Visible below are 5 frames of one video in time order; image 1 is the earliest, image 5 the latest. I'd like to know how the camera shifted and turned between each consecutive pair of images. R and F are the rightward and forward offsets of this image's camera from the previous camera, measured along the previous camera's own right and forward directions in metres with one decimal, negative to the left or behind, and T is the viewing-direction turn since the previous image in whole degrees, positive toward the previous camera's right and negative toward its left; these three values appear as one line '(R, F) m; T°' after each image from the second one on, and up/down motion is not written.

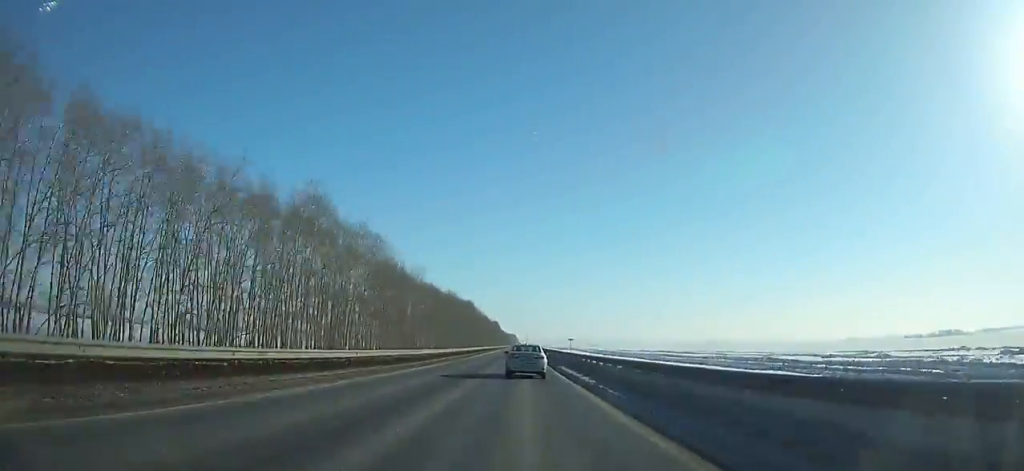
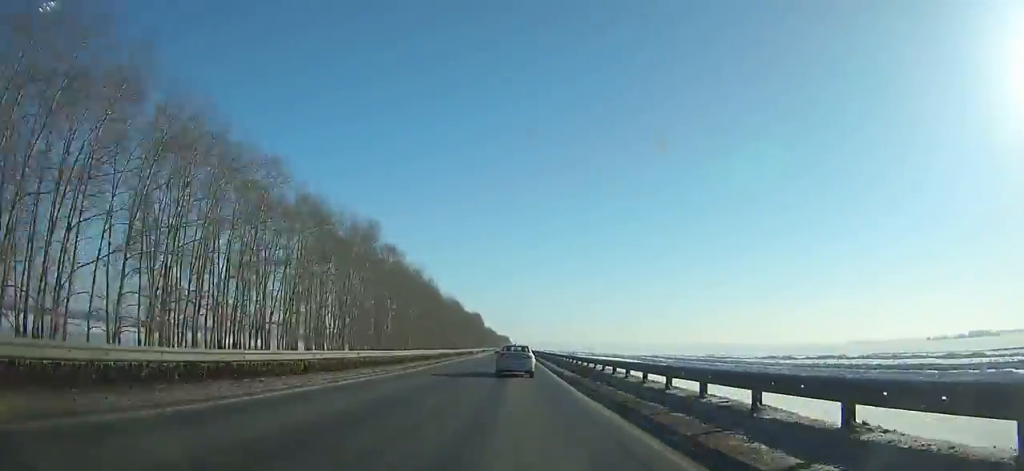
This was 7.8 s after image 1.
(+1.4, +166.5) m; +1°
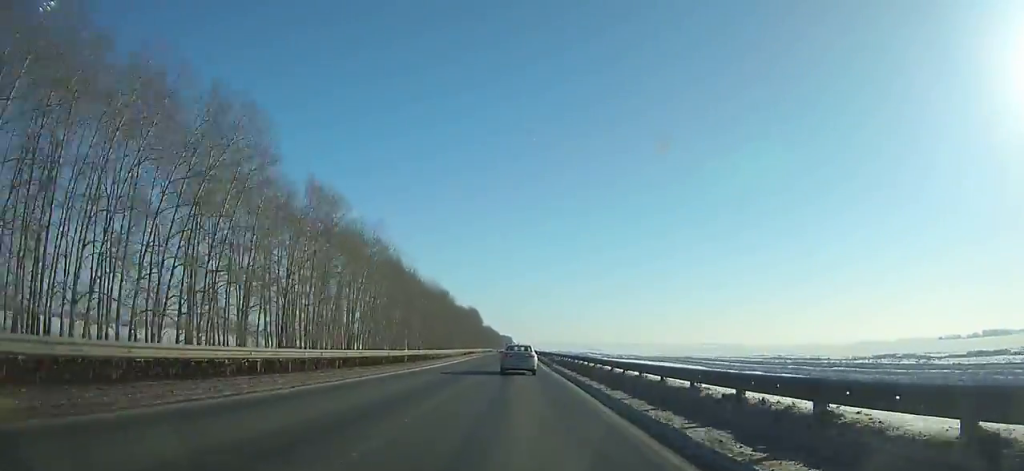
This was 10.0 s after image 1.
(-0.1, +46.9) m; 0°
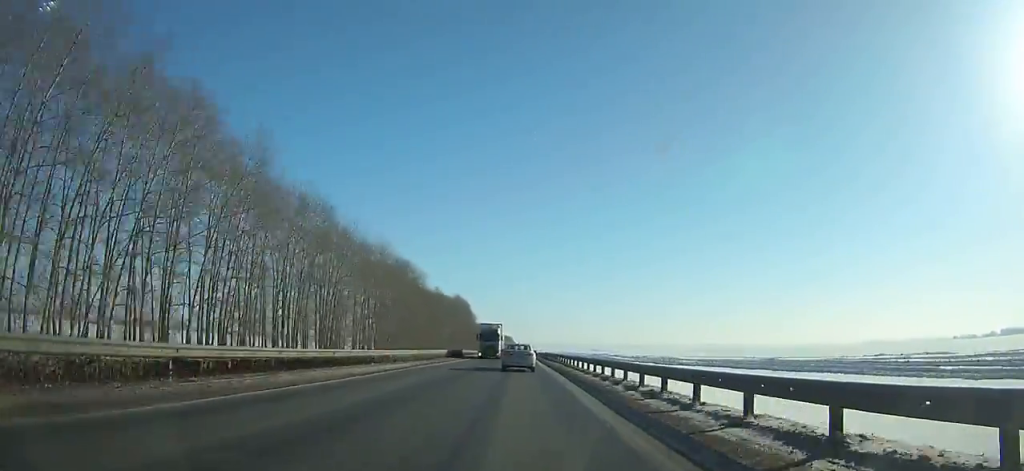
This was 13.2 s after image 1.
(-0.2, +69.5) m; -1°
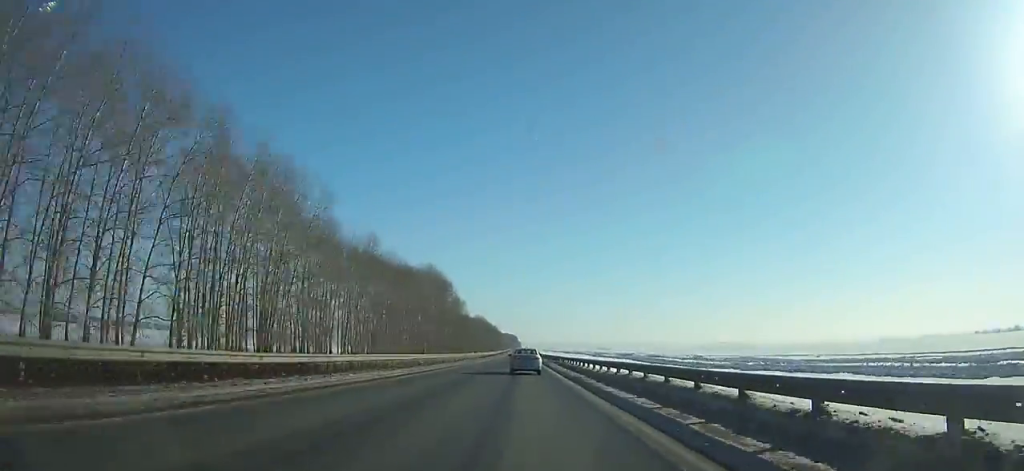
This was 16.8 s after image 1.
(-0.5, +80.0) m; 0°
